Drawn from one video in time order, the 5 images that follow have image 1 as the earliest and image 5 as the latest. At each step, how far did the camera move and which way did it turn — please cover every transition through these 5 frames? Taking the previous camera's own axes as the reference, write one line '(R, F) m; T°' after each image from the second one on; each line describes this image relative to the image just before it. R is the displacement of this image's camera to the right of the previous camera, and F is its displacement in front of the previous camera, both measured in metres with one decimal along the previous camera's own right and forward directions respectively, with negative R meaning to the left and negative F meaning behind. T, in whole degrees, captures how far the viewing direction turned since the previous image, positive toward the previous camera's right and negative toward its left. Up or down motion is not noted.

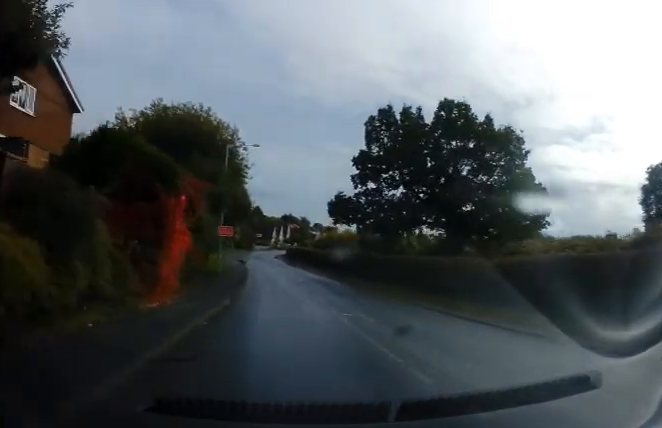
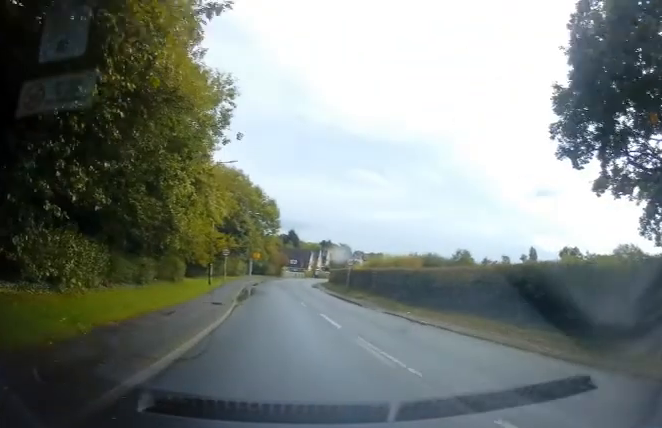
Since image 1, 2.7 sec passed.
(-0.7, +28.3) m; -3°
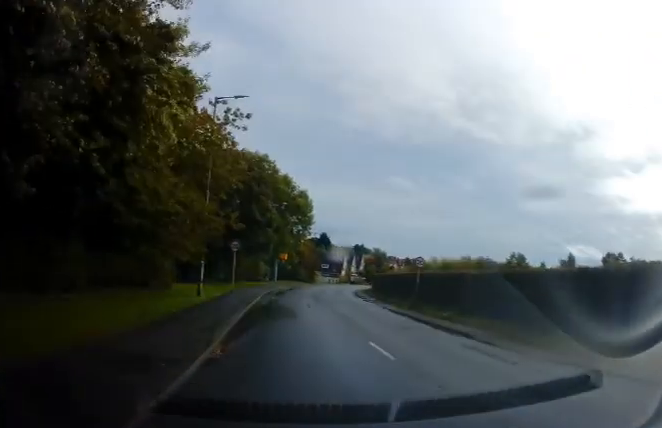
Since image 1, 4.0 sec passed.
(-0.3, +12.1) m; -2°
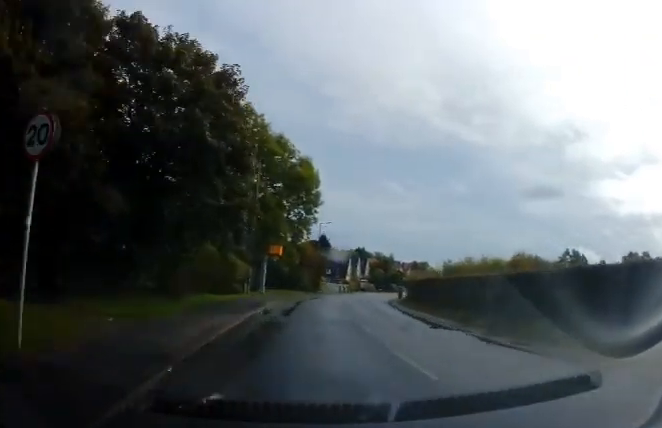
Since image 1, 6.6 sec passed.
(-0.1, +20.6) m; +1°
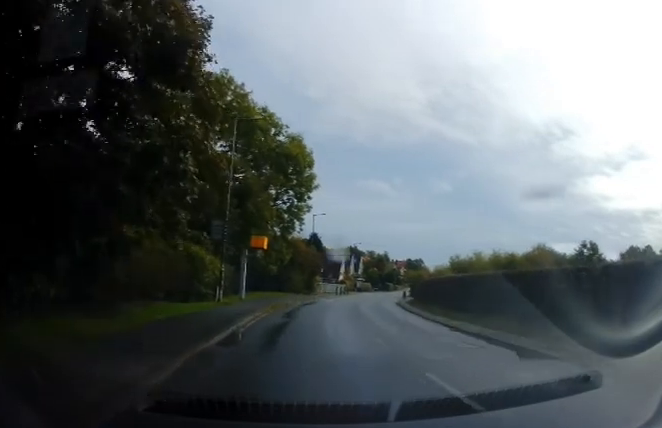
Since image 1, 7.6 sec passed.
(+0.2, +7.7) m; 0°
